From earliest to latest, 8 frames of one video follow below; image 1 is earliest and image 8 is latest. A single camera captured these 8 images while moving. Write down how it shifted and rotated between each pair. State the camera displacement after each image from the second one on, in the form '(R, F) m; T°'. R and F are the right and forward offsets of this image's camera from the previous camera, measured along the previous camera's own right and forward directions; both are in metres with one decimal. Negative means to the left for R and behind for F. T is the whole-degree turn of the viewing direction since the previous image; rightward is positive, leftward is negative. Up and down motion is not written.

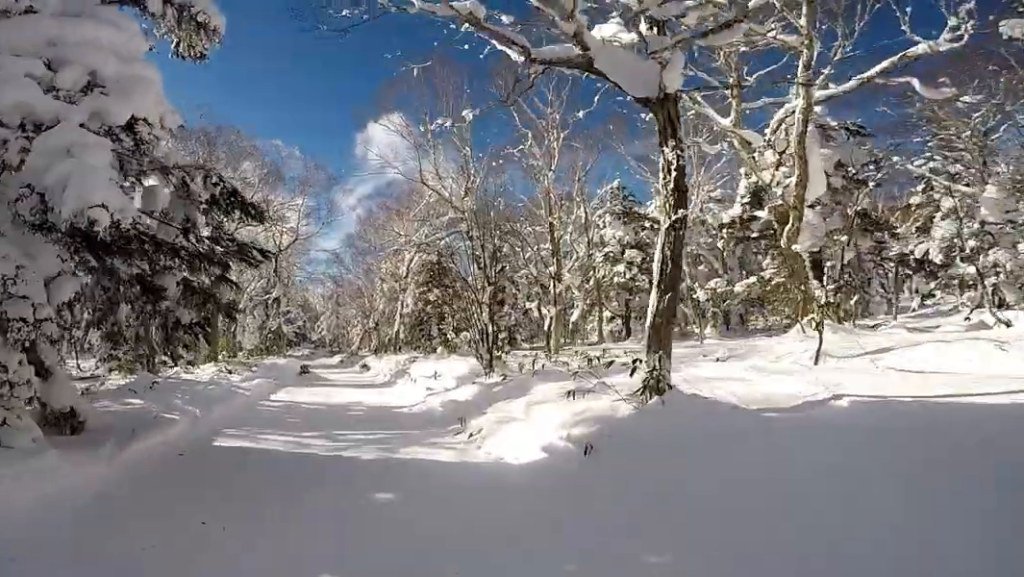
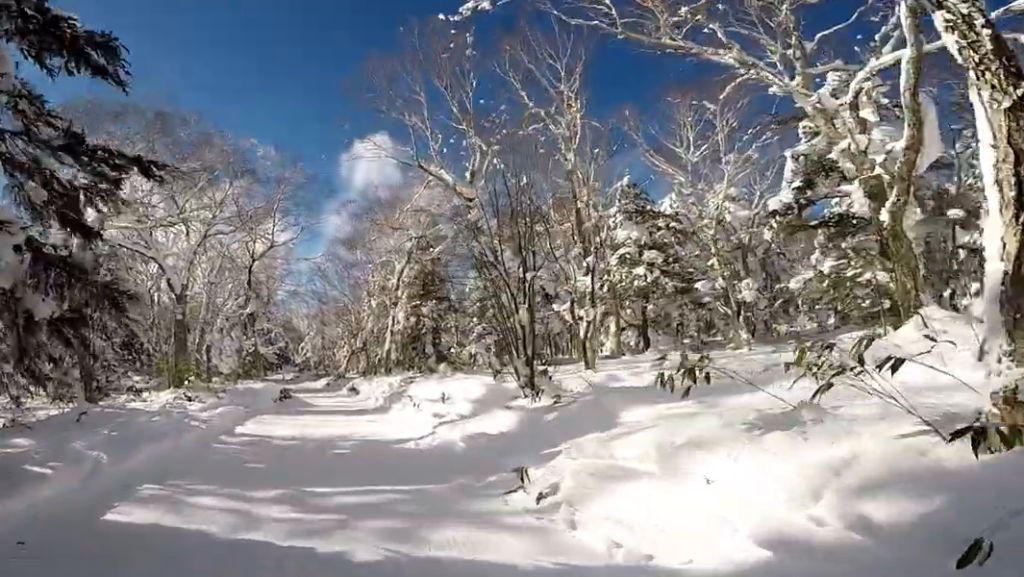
(0.0, +4.1) m; 0°
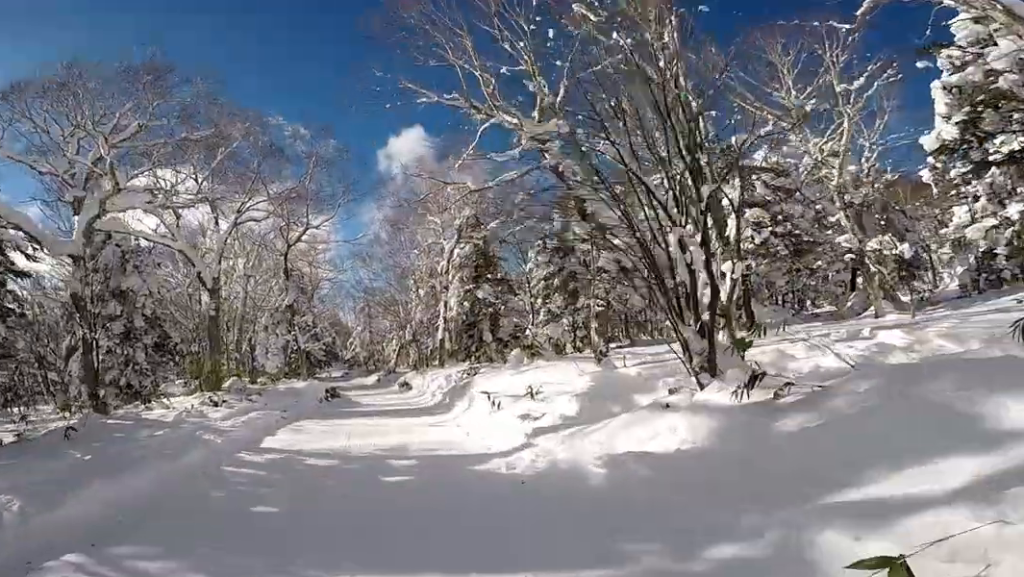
(0.0, +3.8) m; 0°
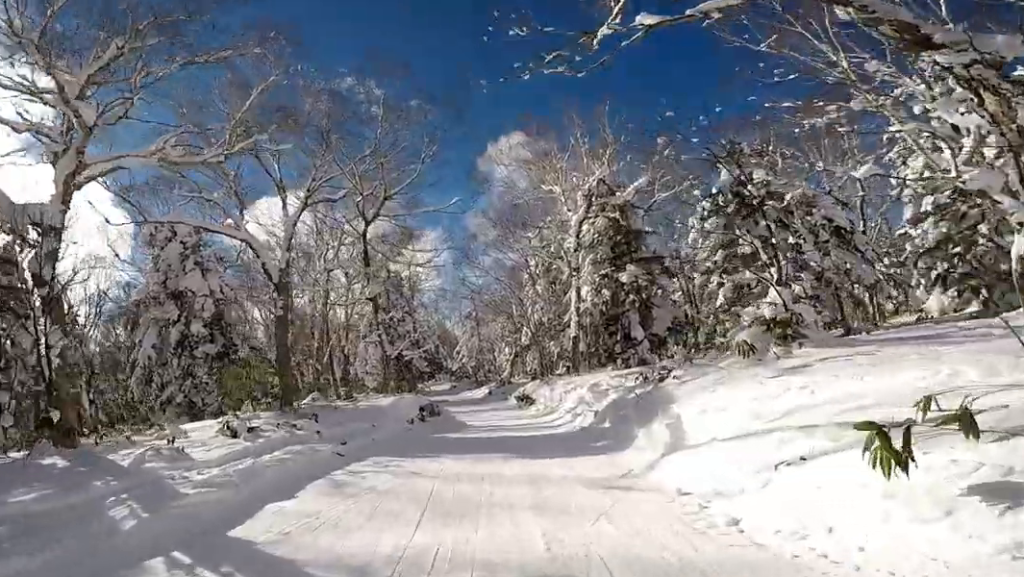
(0.0, +7.0) m; -6°
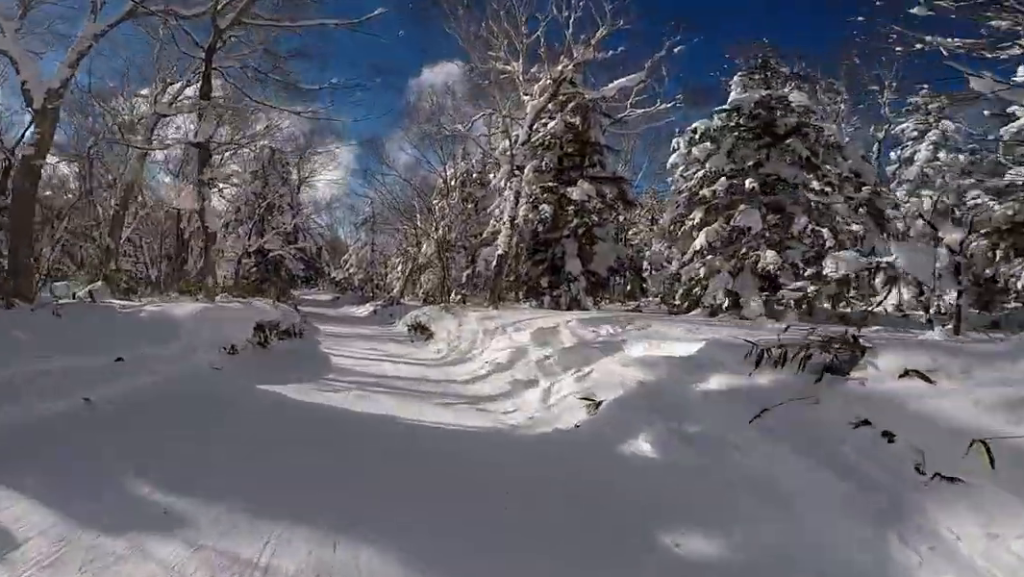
(-0.8, +7.6) m; -6°
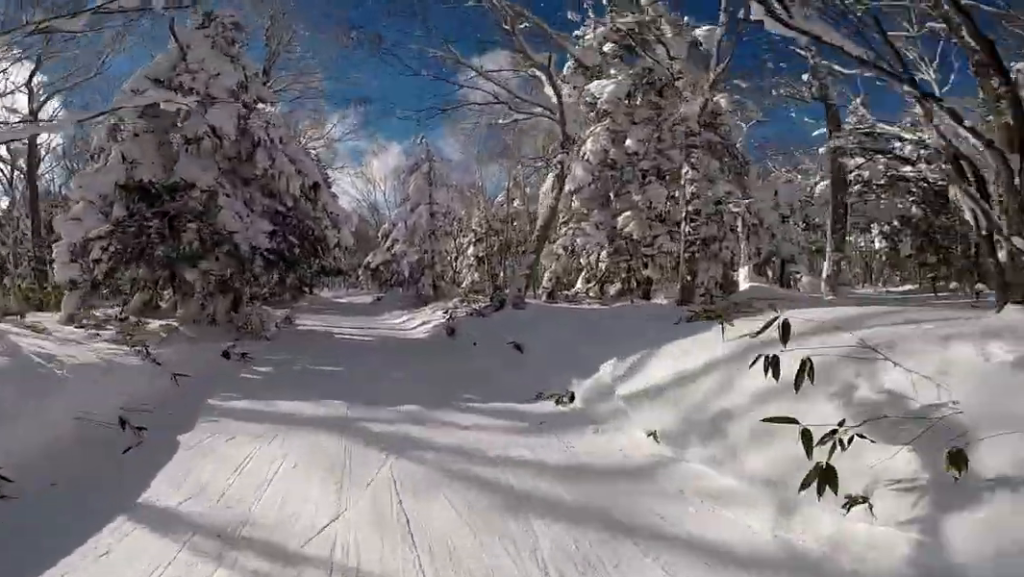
(-0.3, +21.2) m; 0°
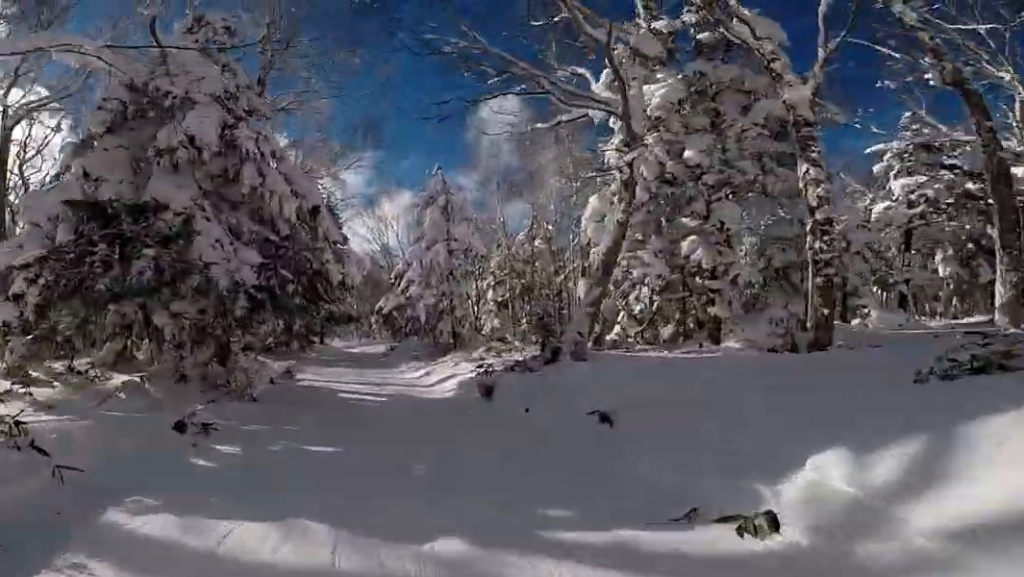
(+0.6, +3.1) m; 0°
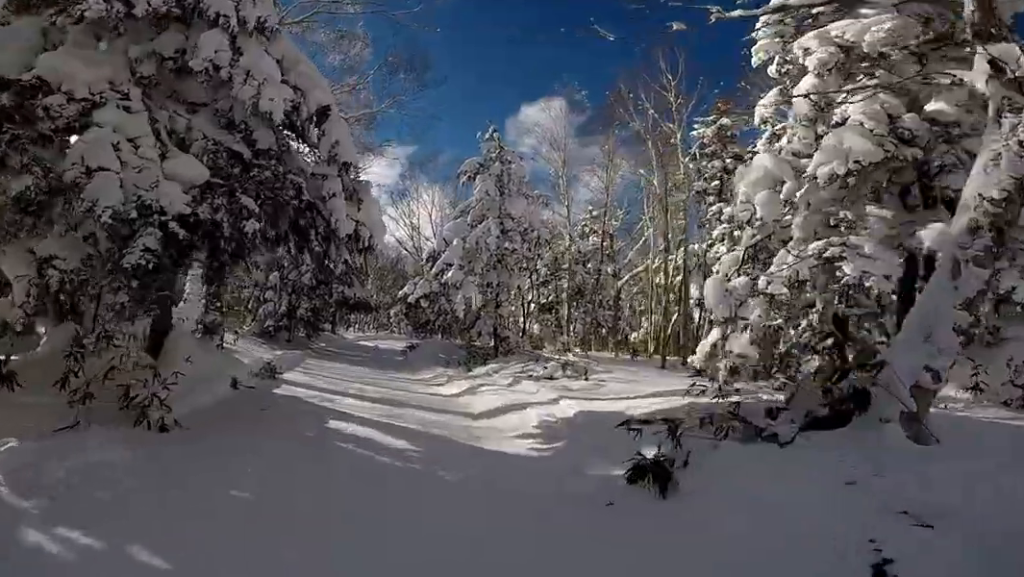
(-0.4, +5.9) m; 0°
